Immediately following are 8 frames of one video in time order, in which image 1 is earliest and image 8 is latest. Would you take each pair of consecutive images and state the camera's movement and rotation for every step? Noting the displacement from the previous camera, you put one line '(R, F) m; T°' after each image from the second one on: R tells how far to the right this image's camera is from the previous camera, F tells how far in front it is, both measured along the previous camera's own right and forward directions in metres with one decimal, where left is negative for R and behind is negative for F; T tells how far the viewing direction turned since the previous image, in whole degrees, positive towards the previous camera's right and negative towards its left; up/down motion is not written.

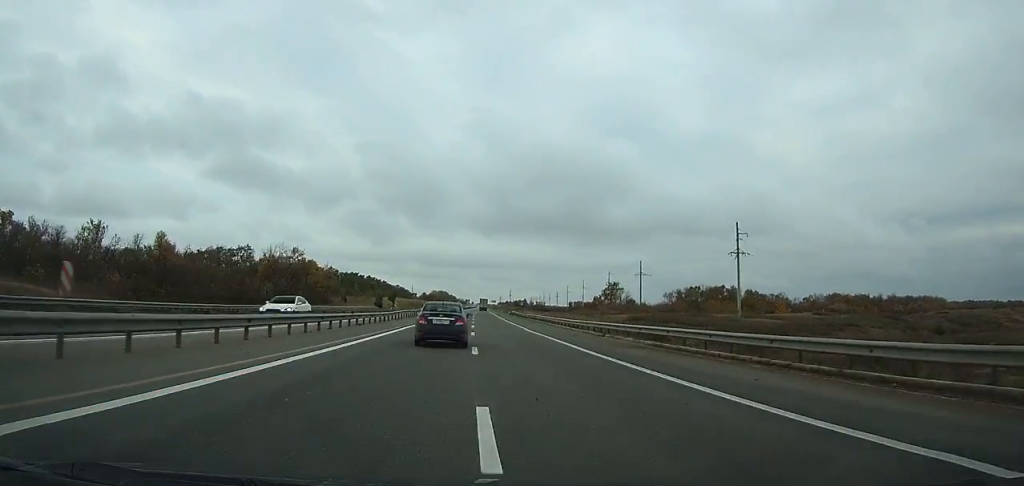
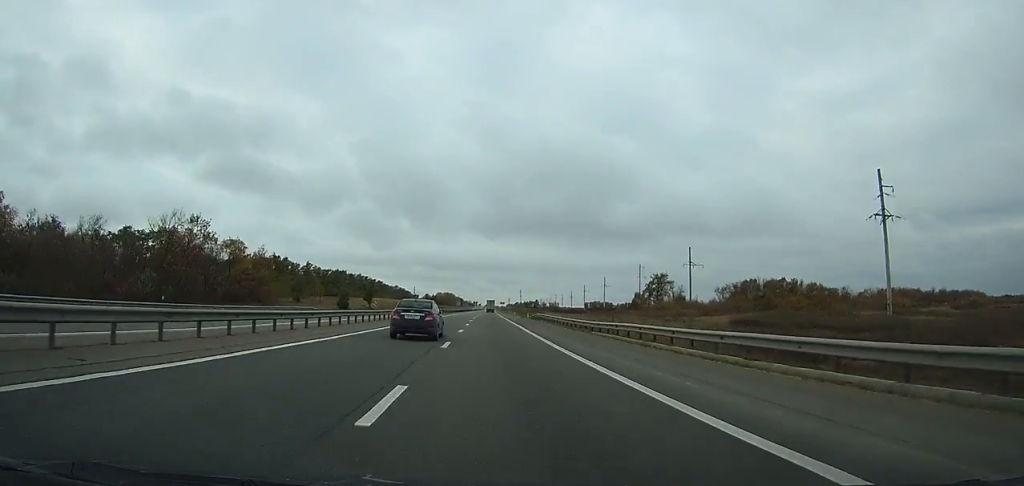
(+0.2, +45.8) m; 0°
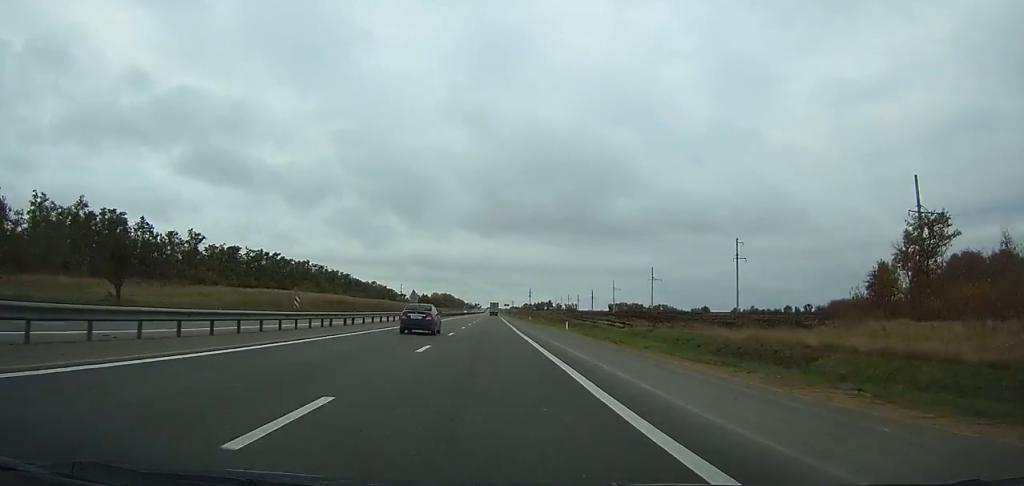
(-0.3, +96.2) m; 0°
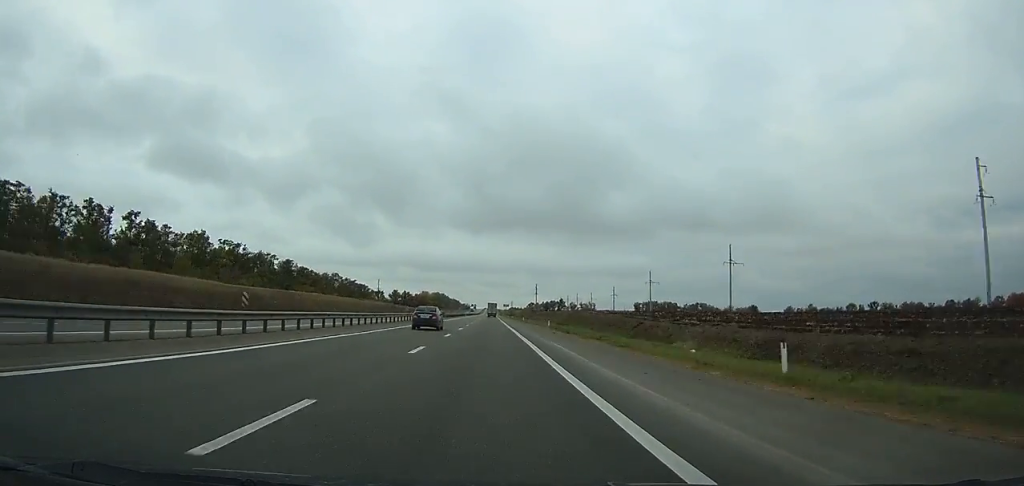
(+0.1, +85.2) m; 0°
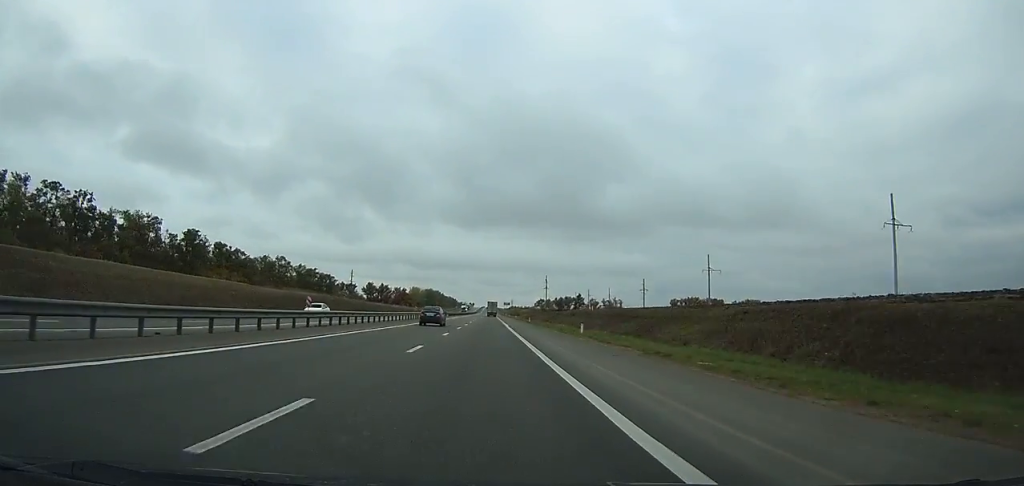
(+0.2, +71.0) m; 0°
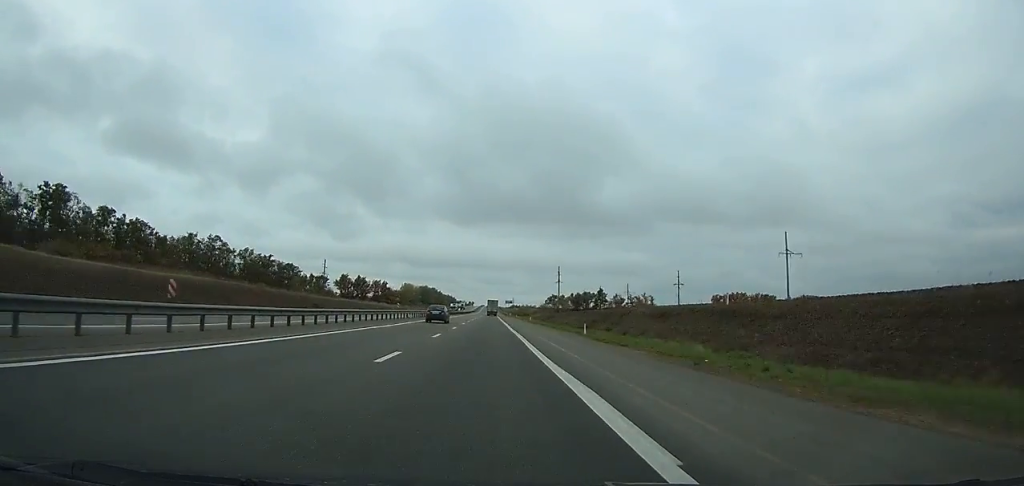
(0.0, +52.8) m; 0°
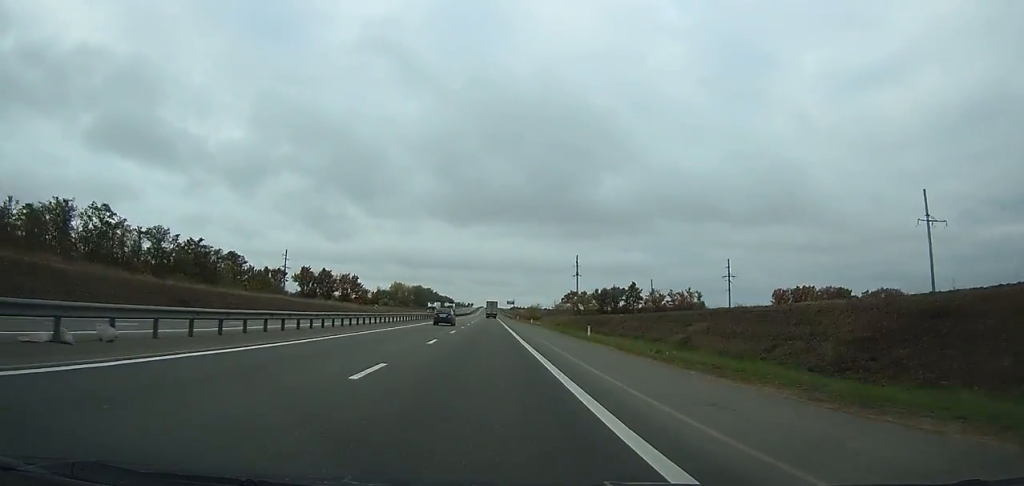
(0.0, +51.1) m; 0°
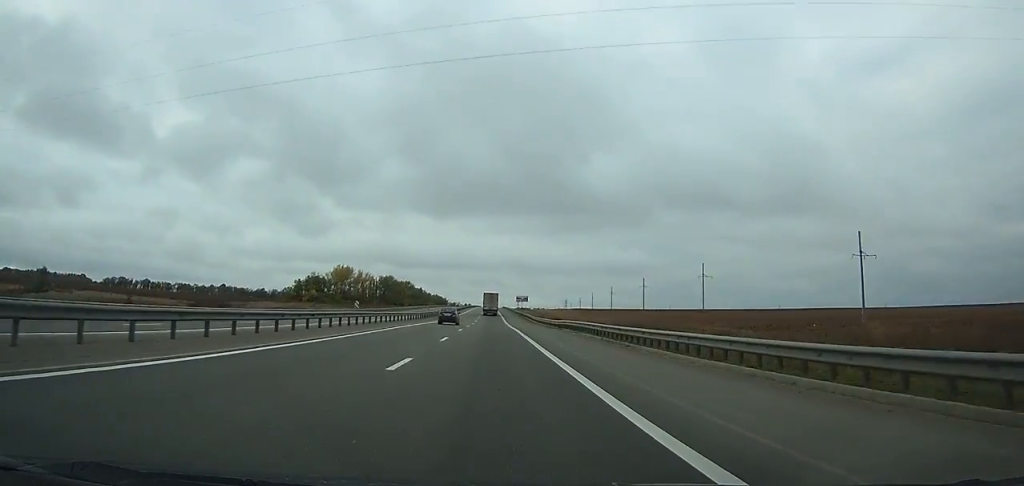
(-0.3, +167.3) m; 0°
